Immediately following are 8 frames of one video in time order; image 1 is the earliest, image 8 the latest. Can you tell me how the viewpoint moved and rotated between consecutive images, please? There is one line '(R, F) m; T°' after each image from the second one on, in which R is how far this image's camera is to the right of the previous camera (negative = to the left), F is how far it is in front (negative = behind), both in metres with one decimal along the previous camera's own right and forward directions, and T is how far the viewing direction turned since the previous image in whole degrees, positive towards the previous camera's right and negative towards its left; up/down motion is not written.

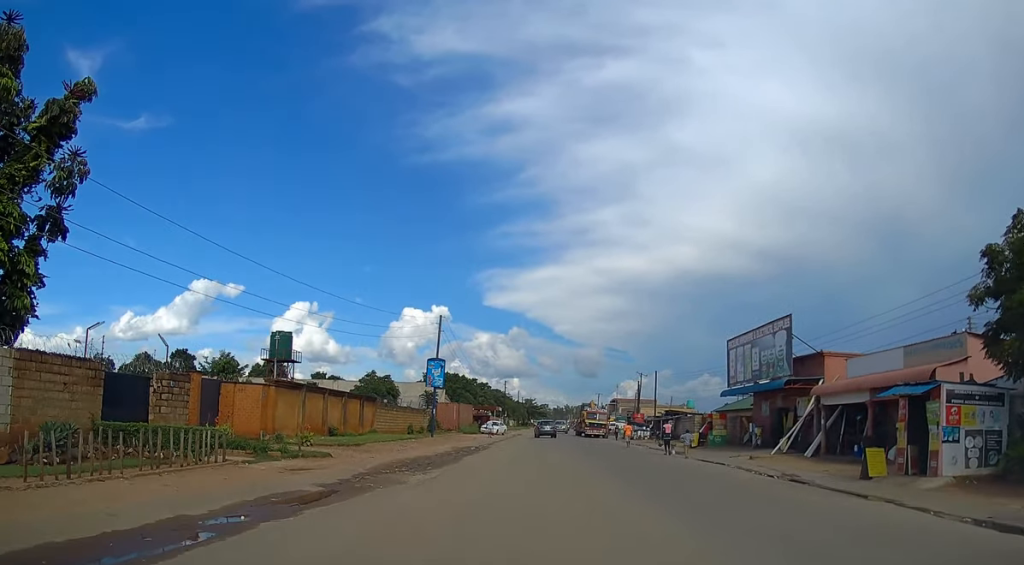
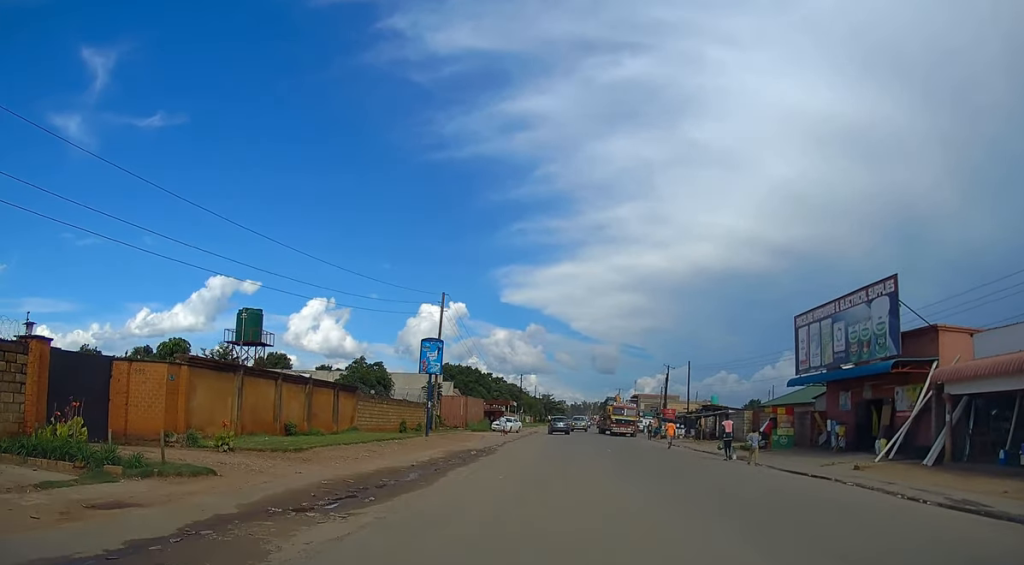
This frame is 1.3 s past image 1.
(0.0, +8.8) m; 0°
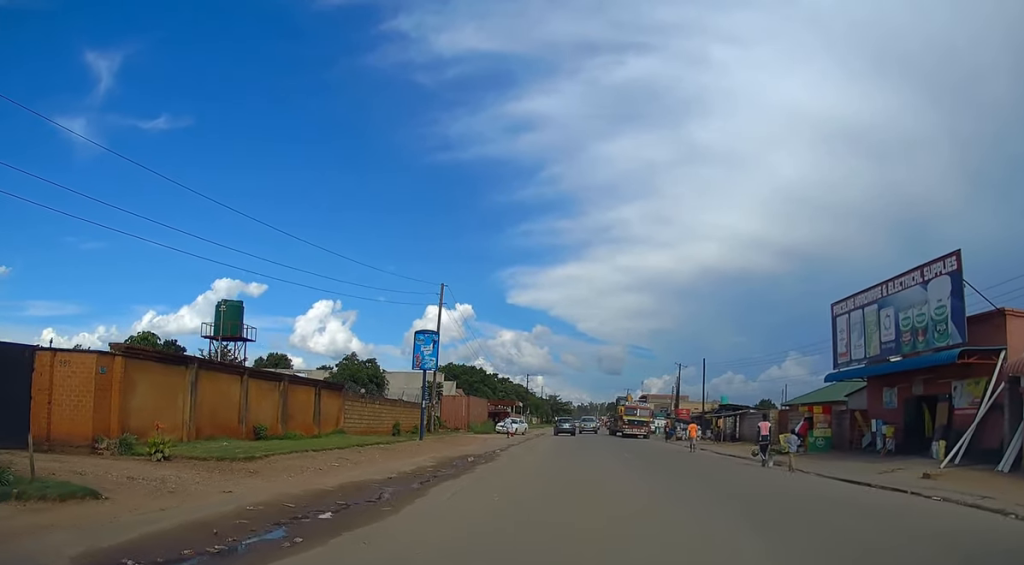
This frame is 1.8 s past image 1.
(0.0, +3.8) m; 0°
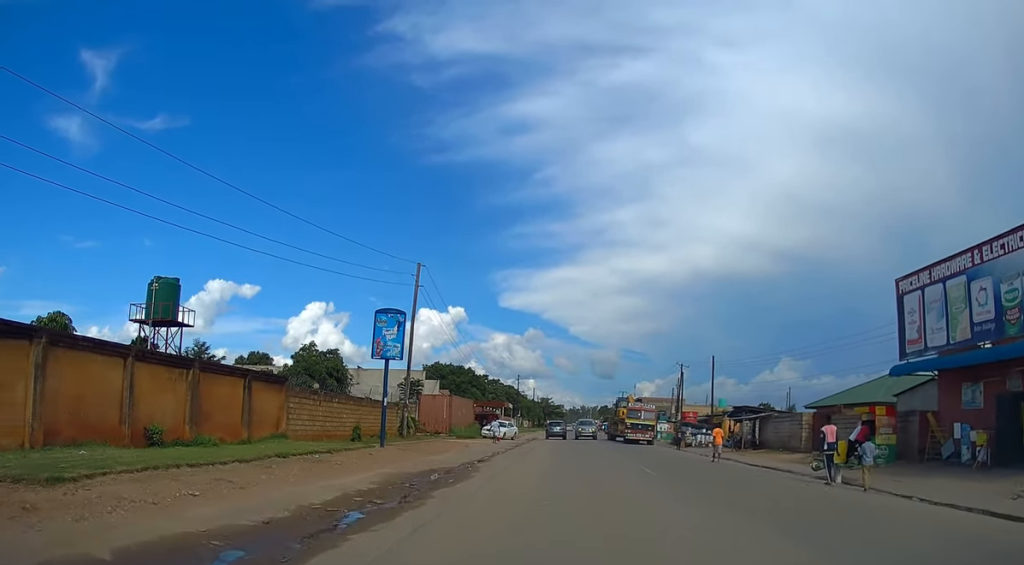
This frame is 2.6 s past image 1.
(0.0, +7.0) m; 0°
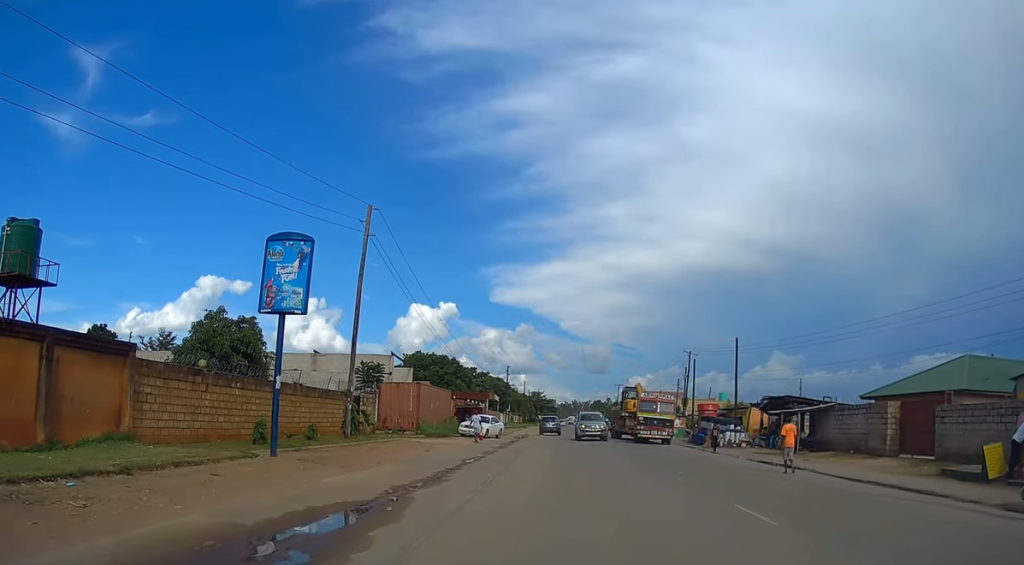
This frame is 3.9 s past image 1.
(0.0, +10.6) m; 0°
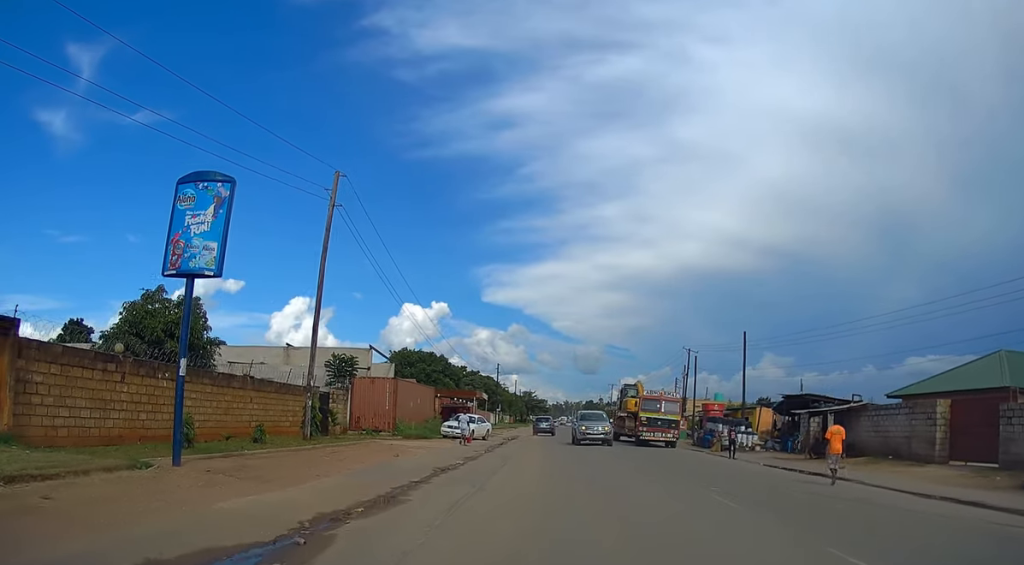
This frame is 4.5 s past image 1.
(0.0, +4.4) m; 0°
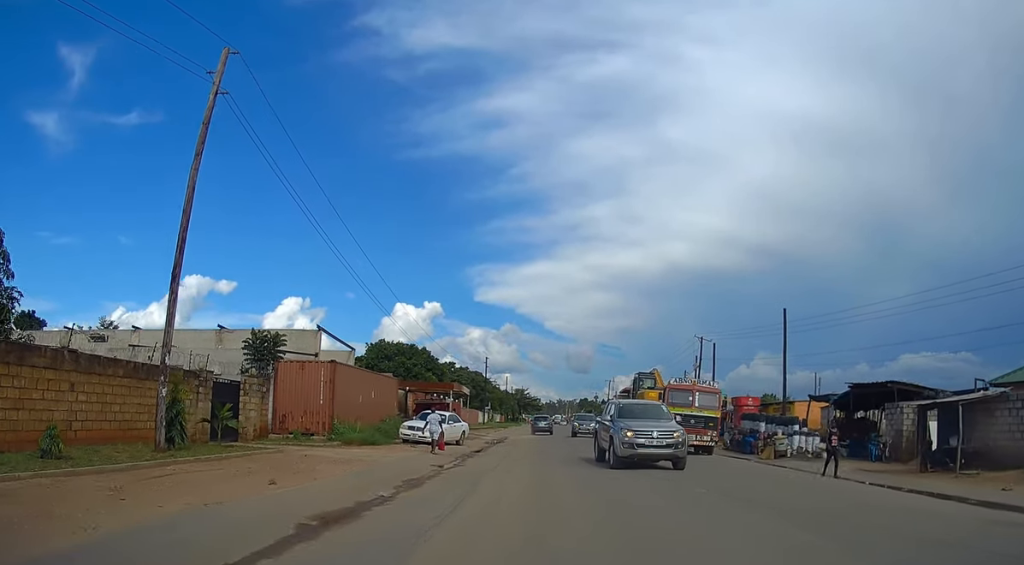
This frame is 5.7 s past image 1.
(+0.1, +10.3) m; +1°
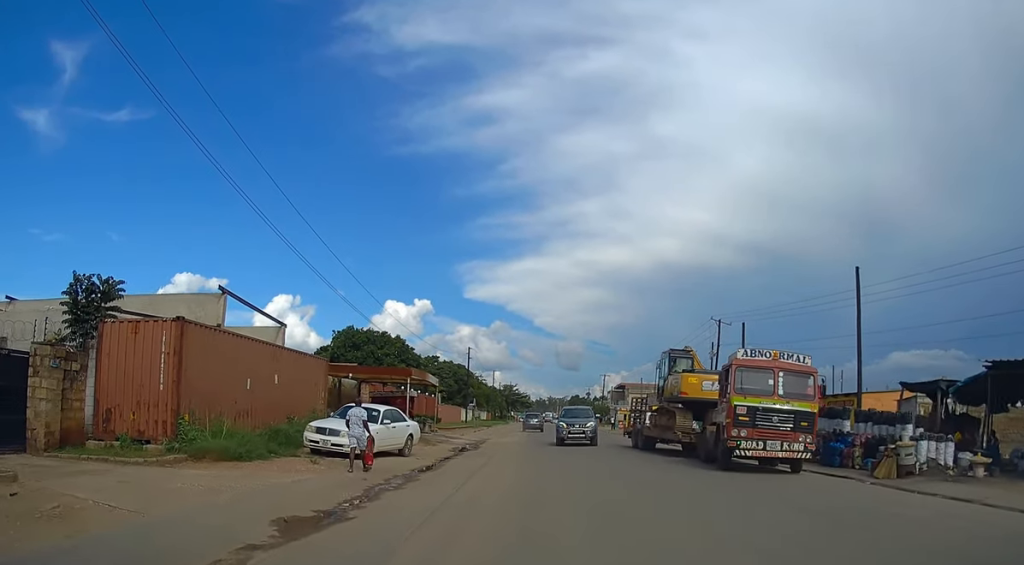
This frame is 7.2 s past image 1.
(0.0, +11.5) m; 0°
